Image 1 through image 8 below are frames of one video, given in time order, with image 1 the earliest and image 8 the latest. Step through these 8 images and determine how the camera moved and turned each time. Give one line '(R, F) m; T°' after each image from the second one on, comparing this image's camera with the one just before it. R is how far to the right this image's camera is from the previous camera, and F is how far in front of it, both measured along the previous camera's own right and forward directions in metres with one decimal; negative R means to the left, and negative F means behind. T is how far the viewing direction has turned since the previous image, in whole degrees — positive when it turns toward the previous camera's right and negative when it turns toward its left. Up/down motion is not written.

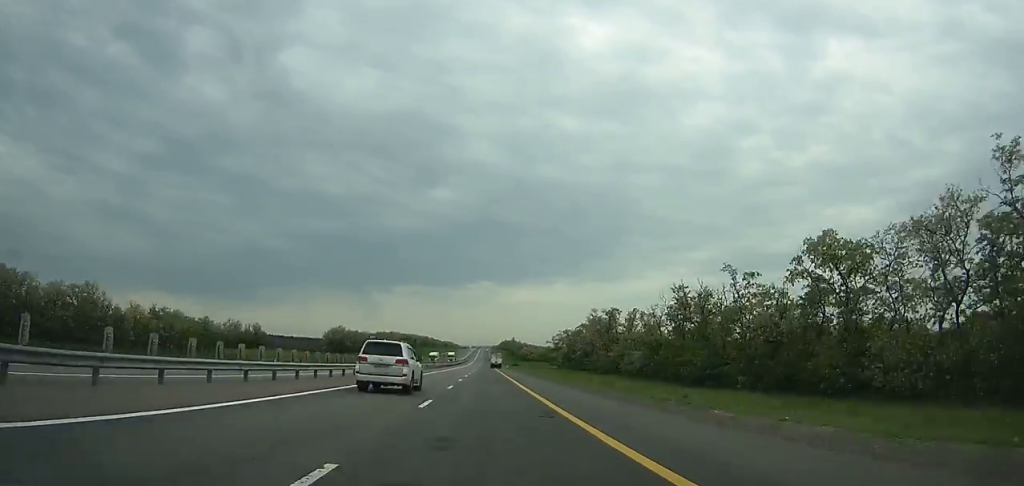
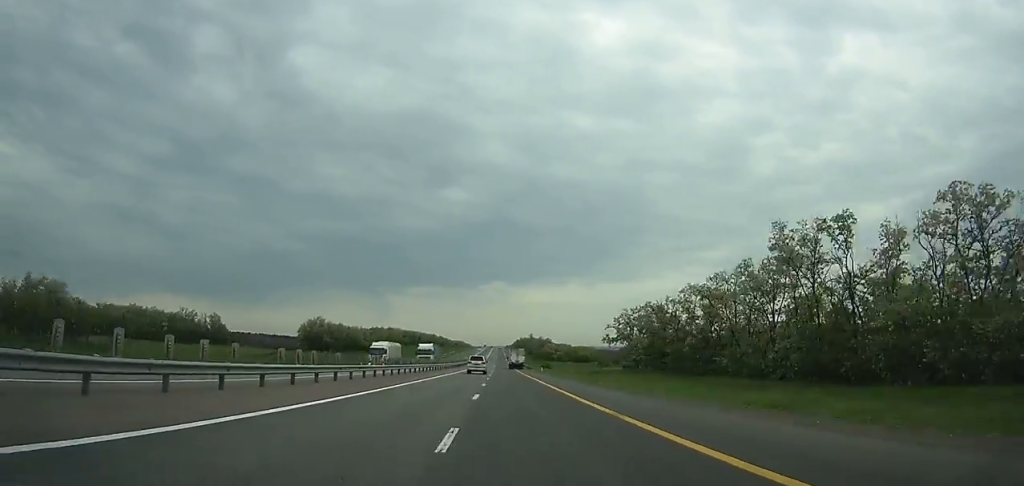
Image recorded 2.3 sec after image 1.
(-0.3, +68.5) m; 0°
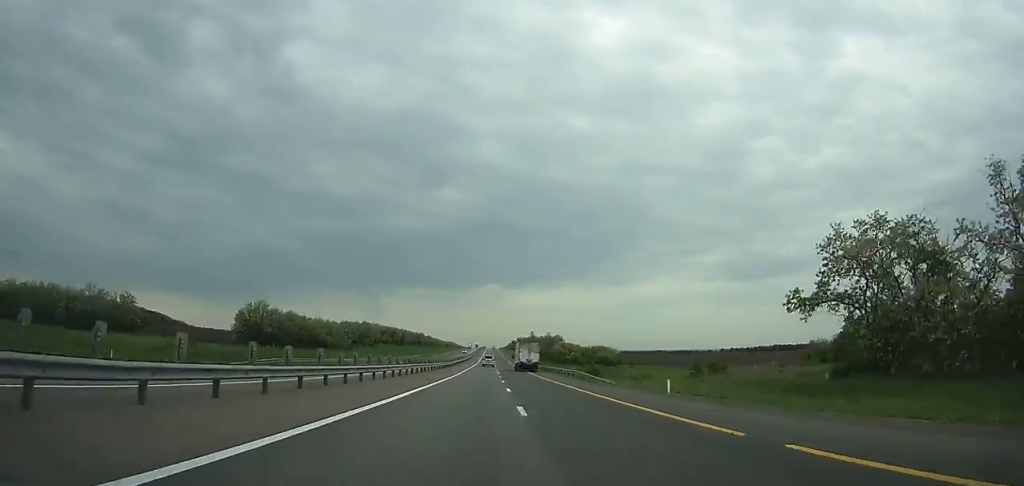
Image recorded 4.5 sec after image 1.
(-0.3, +66.2) m; 0°
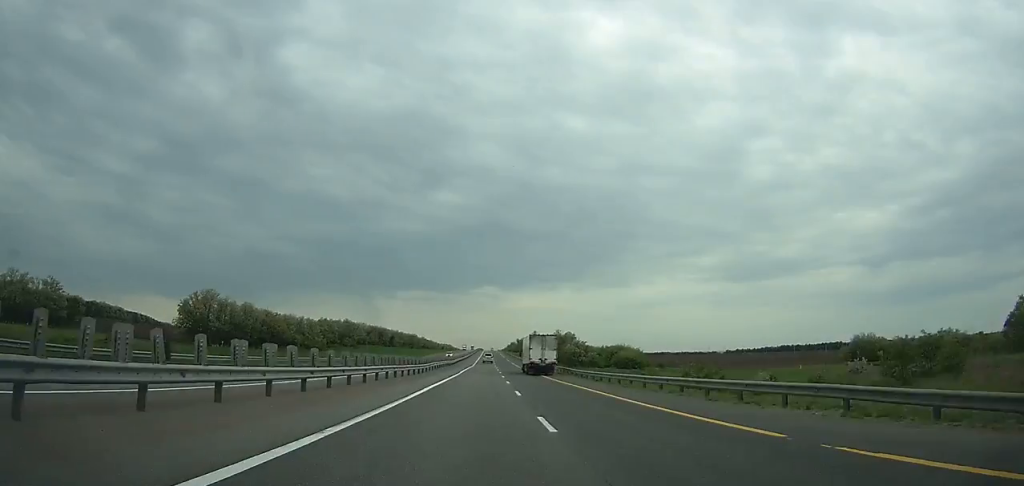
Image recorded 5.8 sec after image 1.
(-0.2, +39.4) m; 0°
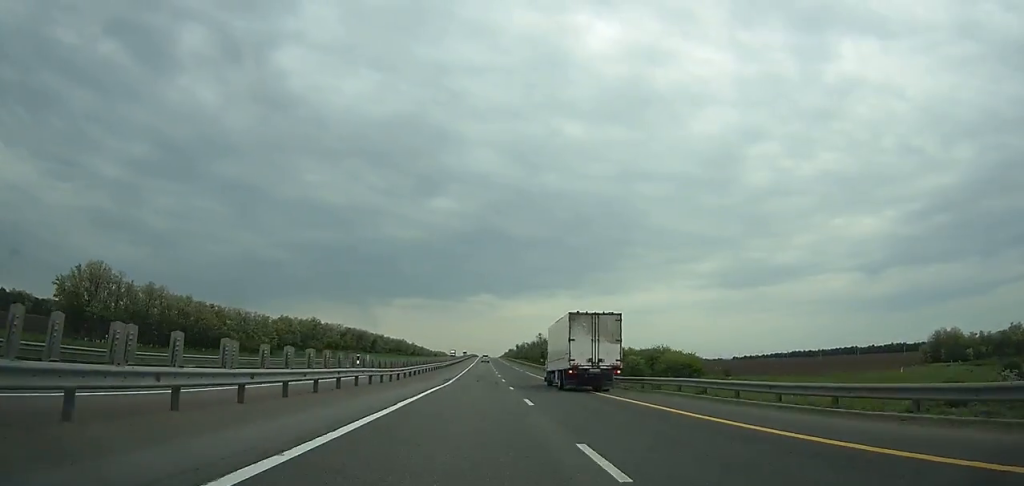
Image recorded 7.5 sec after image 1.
(+0.2, +51.6) m; 0°
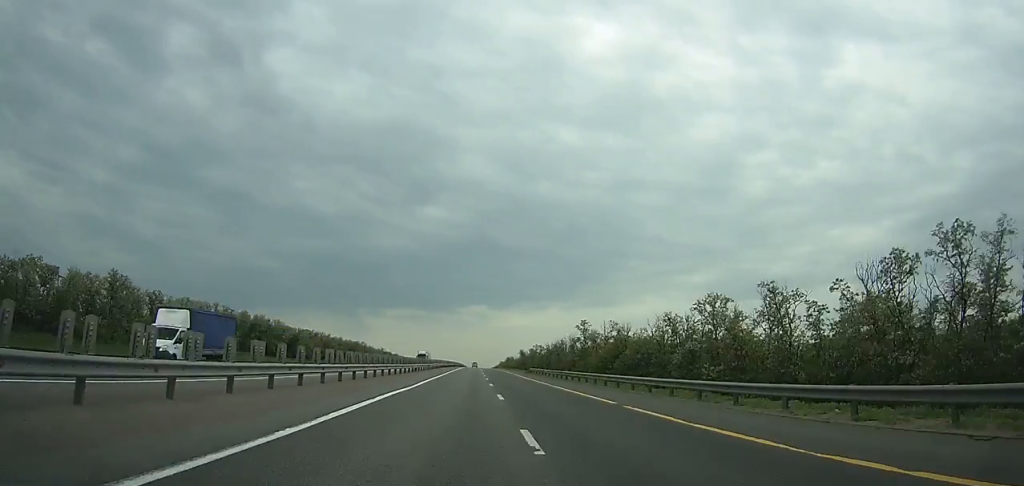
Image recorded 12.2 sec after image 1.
(+1.4, +142.2) m; +1°
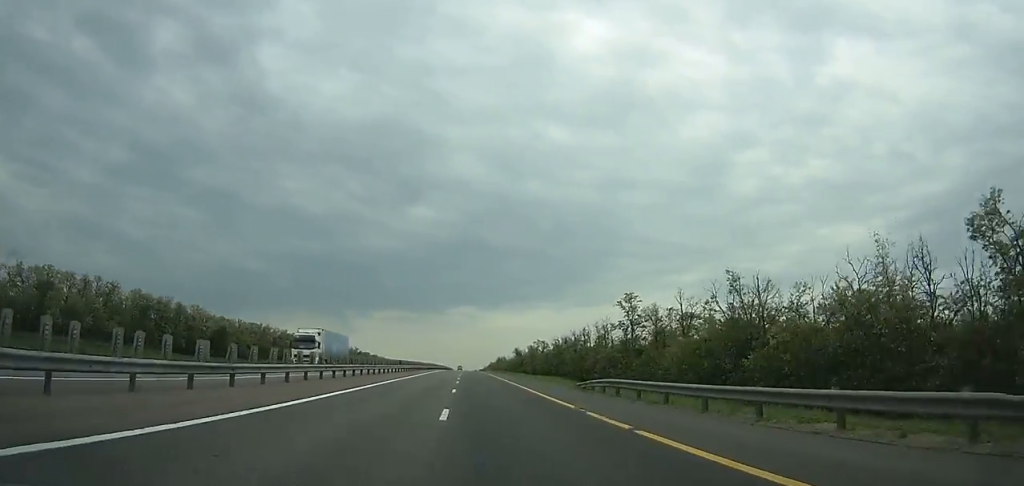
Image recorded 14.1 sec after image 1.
(+0.5, +56.5) m; 0°
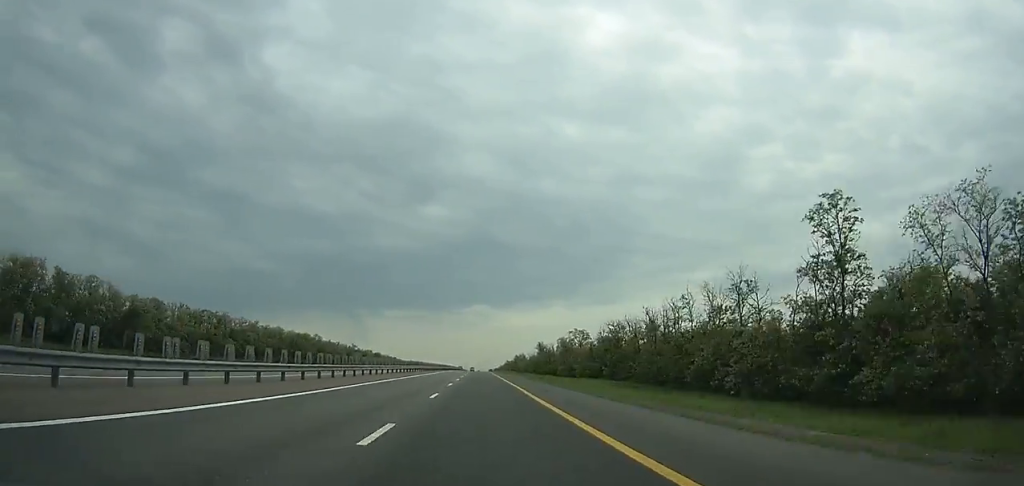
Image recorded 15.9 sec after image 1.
(+0.1, +53.2) m; 0°
